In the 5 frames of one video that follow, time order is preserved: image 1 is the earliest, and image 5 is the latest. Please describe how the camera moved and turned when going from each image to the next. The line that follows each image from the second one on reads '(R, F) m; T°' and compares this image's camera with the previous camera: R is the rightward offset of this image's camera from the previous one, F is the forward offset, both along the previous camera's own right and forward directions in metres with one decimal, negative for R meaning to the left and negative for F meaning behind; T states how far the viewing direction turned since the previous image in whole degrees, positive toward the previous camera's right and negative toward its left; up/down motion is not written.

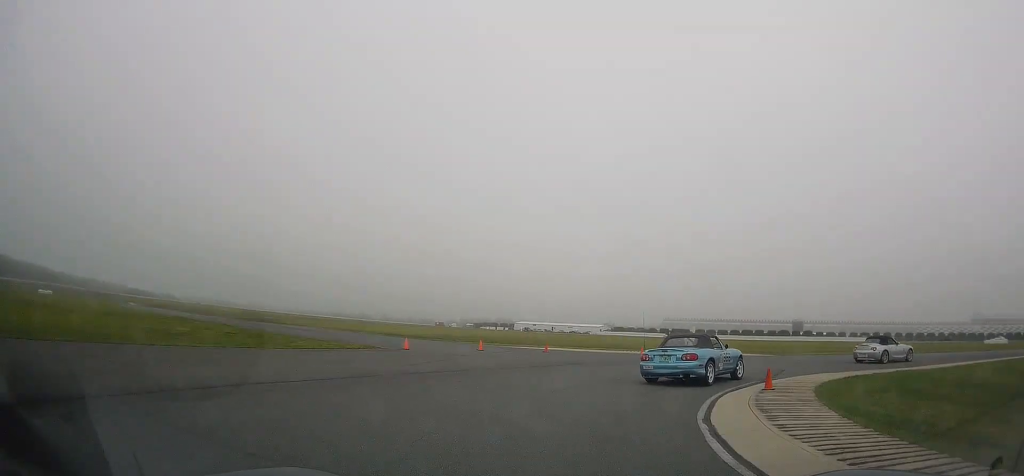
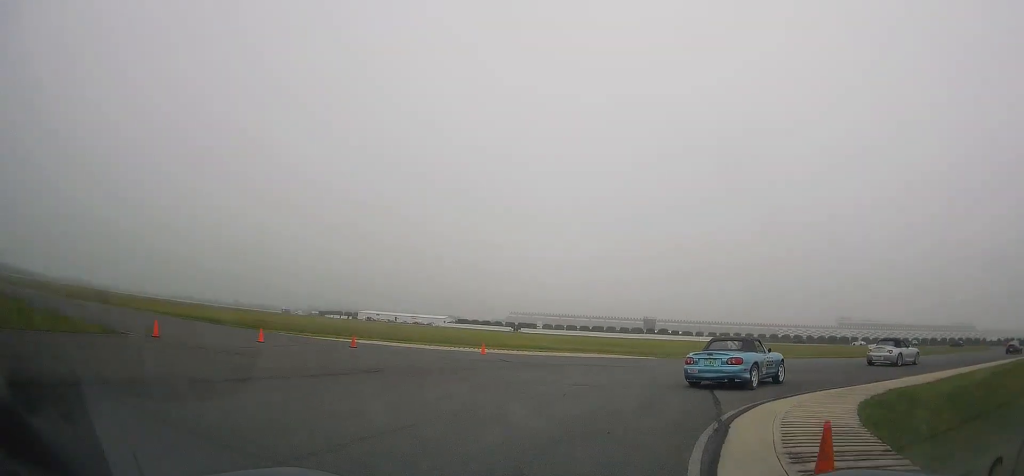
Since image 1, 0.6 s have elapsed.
(+0.9, +7.8) m; +18°
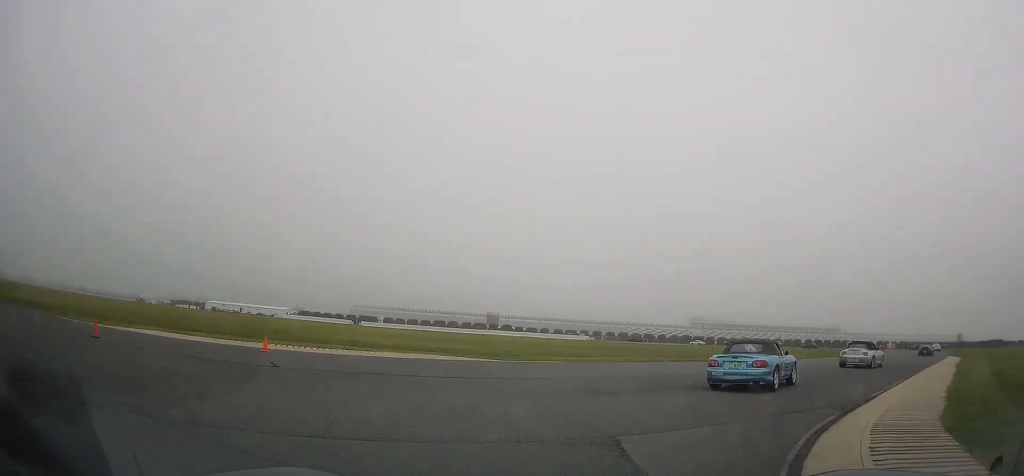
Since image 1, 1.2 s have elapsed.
(+1.5, +6.8) m; +15°
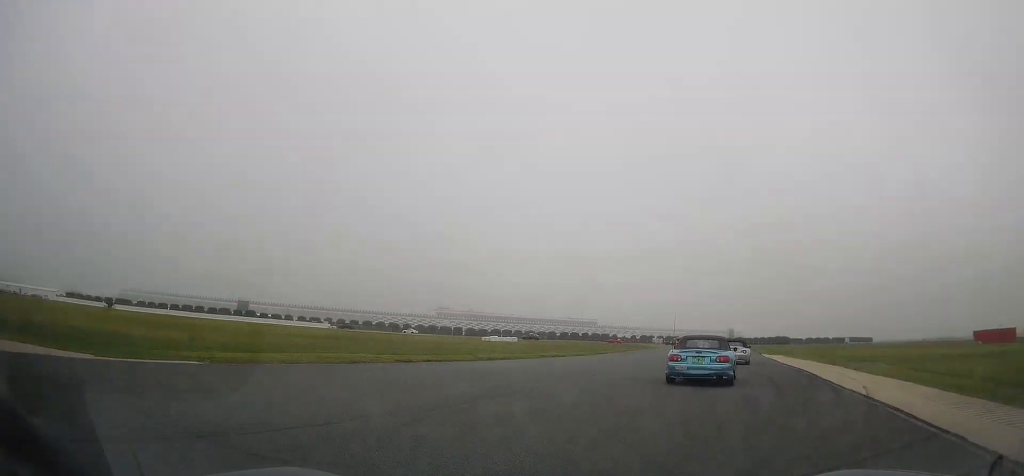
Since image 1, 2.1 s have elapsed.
(+2.4, +11.2) m; +20°
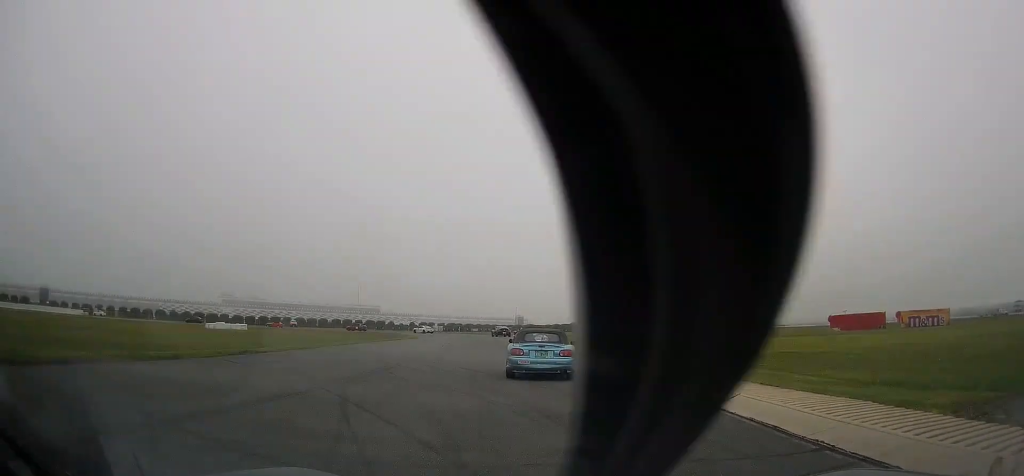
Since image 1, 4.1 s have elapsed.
(+6.2, +26.4) m; +17°
